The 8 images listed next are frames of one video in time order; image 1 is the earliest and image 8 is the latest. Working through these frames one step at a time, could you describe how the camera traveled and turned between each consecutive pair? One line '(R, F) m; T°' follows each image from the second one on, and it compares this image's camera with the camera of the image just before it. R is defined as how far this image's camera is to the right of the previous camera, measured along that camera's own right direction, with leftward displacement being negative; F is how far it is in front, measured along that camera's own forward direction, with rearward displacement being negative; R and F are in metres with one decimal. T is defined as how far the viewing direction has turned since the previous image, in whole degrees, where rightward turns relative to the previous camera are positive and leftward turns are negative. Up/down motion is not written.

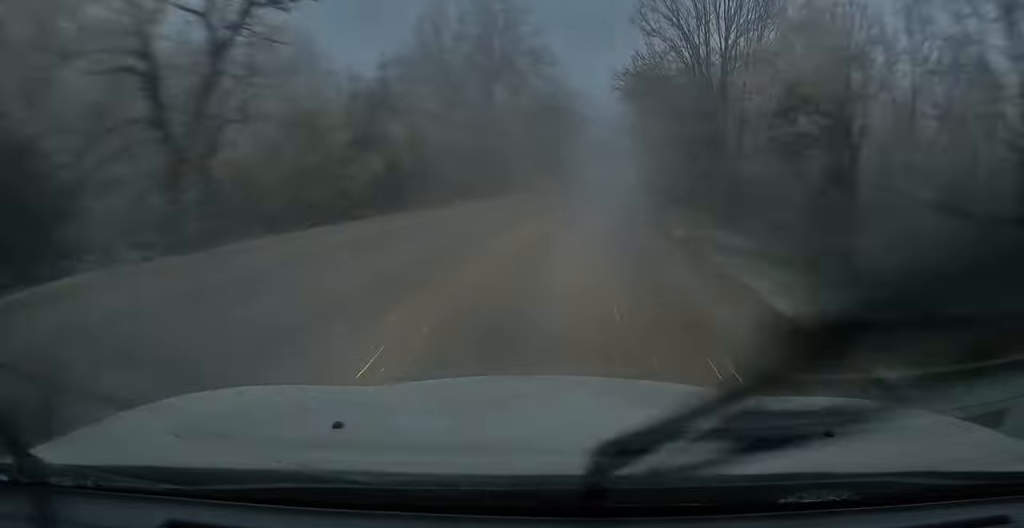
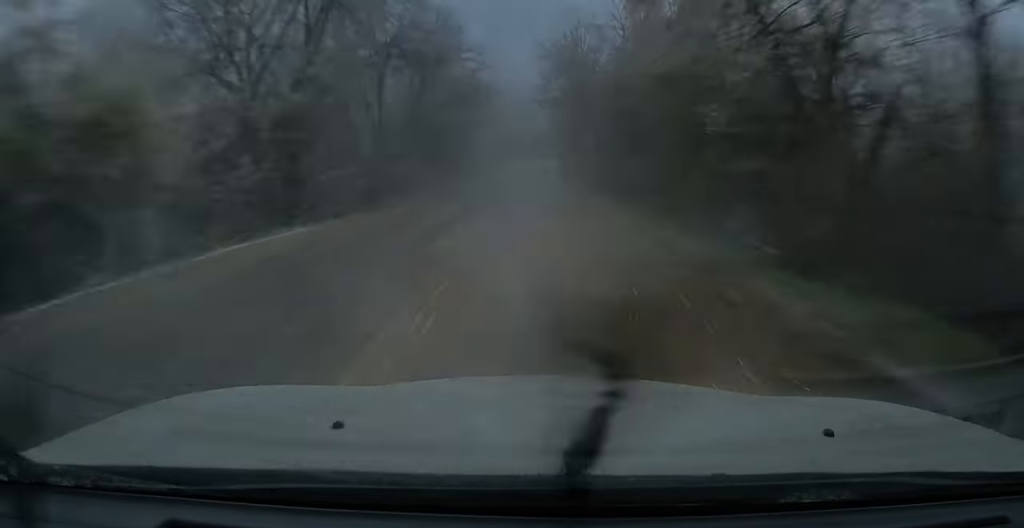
(+0.9, +19.4) m; +3°
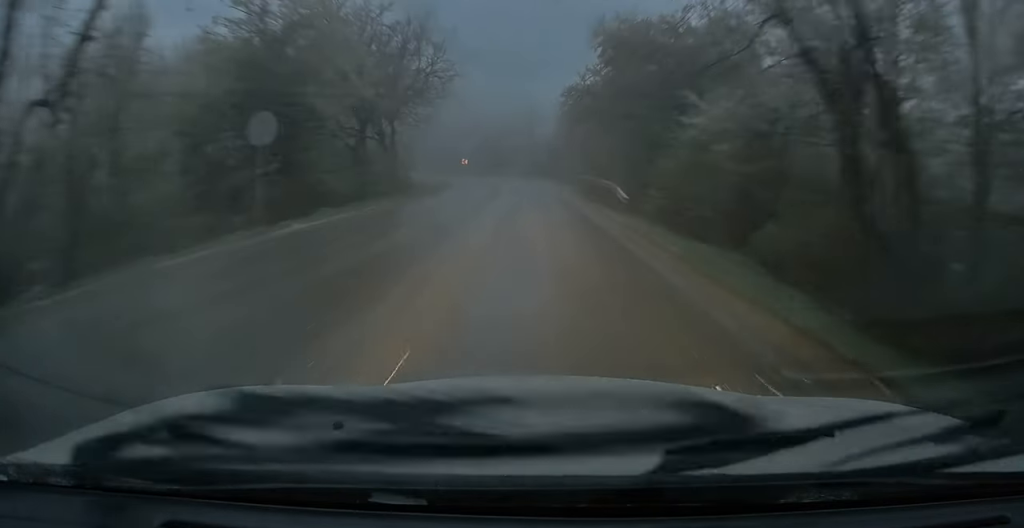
(-0.3, +30.7) m; 0°
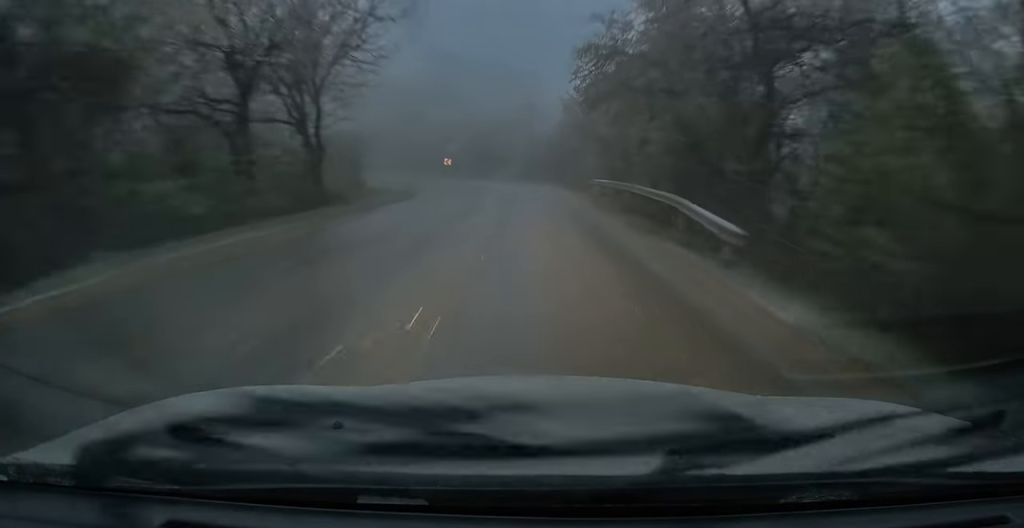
(+0.1, +10.5) m; +1°
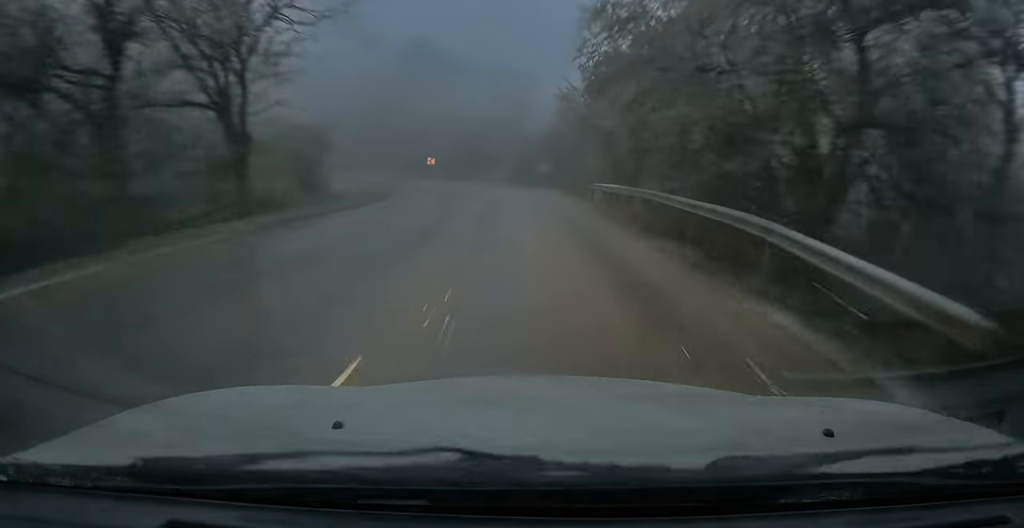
(+0.3, +5.1) m; 0°
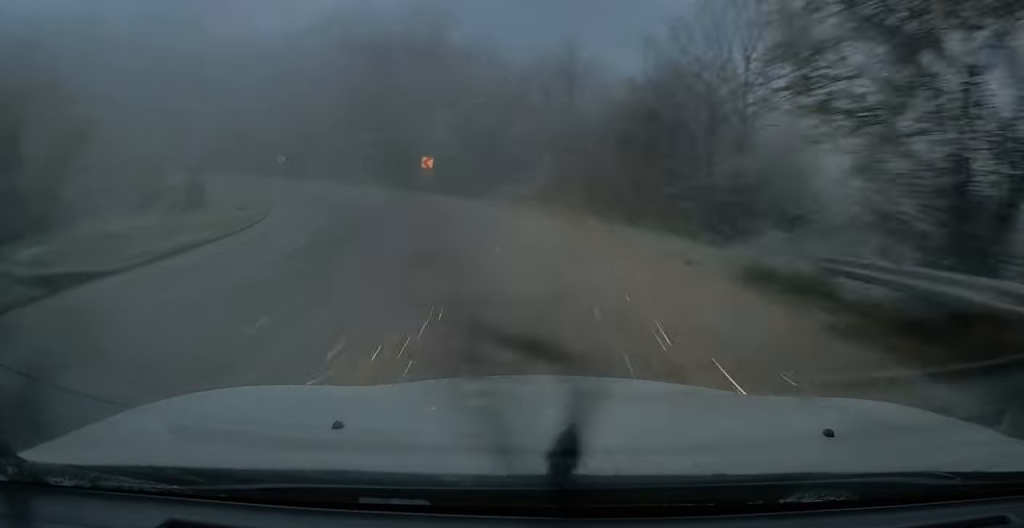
(-1.9, +21.5) m; -10°
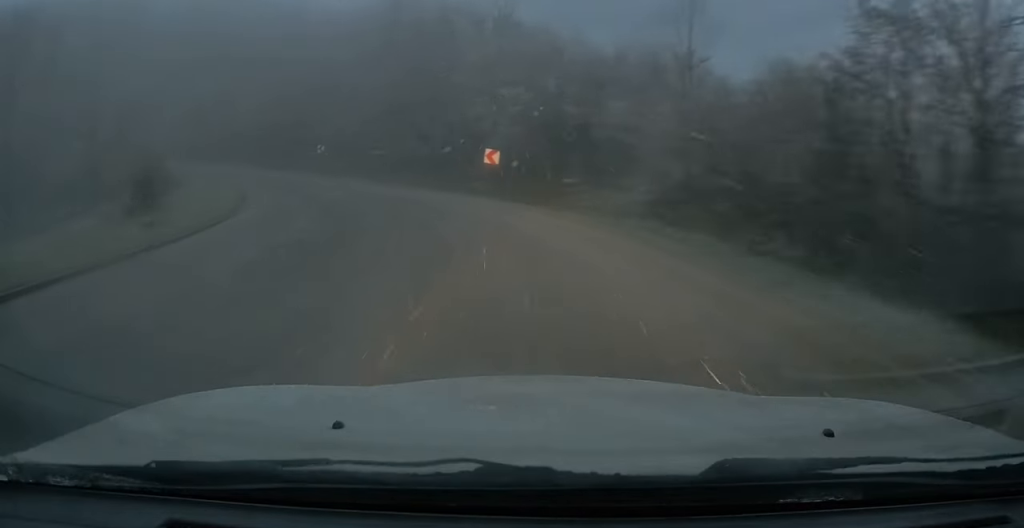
(-0.3, +9.1) m; -5°
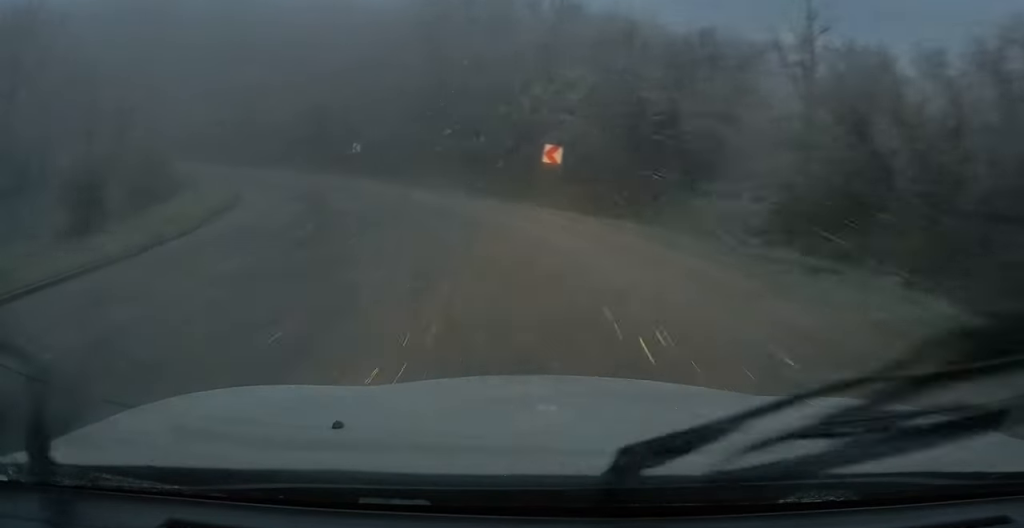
(+0.3, +5.6) m; -5°
